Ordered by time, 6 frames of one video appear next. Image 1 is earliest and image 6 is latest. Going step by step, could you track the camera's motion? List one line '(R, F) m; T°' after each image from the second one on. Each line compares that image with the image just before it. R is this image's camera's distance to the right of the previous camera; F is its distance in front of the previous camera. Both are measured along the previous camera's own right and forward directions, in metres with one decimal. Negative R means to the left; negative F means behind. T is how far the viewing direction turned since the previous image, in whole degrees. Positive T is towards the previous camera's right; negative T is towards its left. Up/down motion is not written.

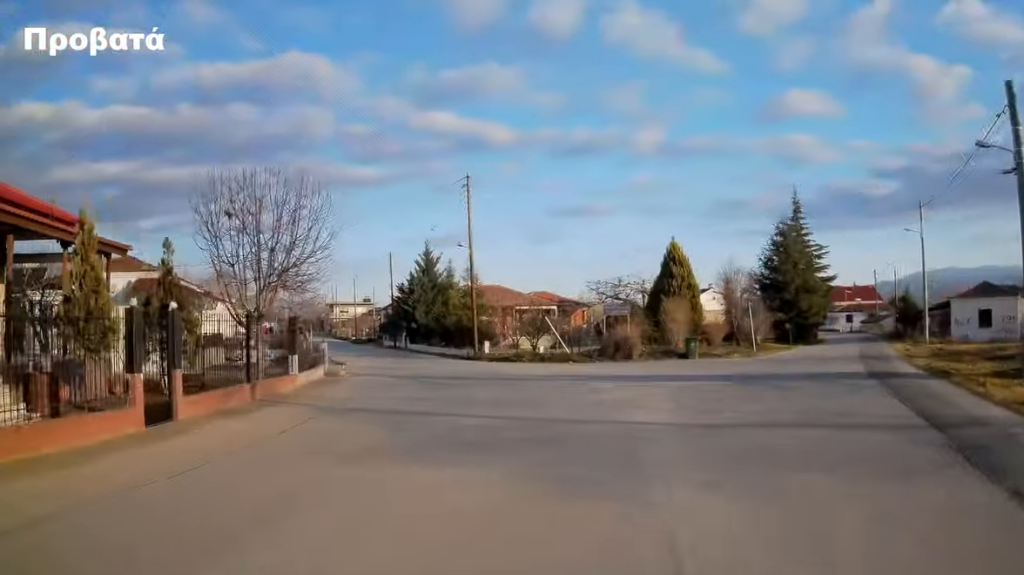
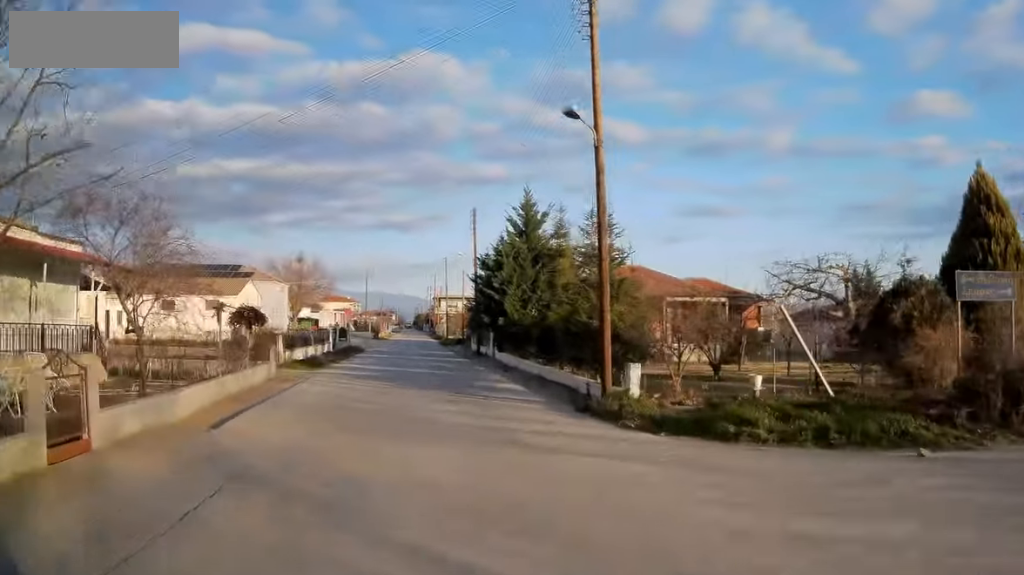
(-0.5, +22.6) m; -5°
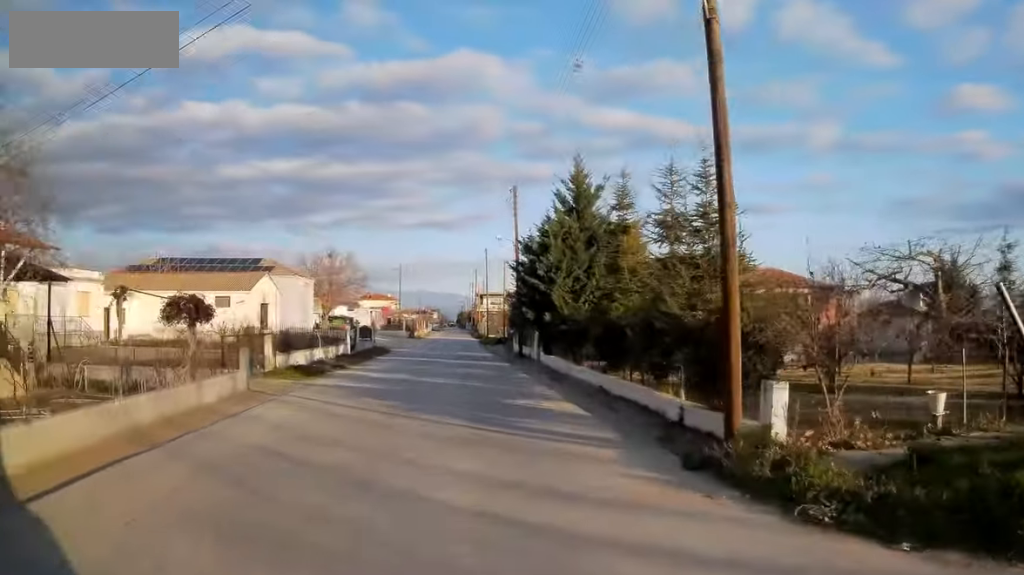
(-0.1, +6.0) m; -3°
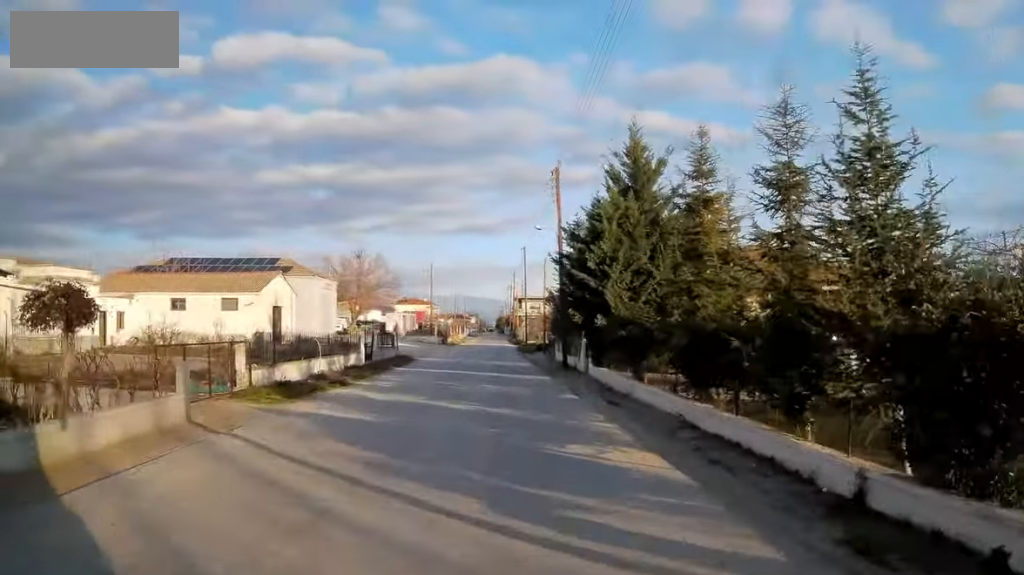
(-0.1, +5.2) m; -3°
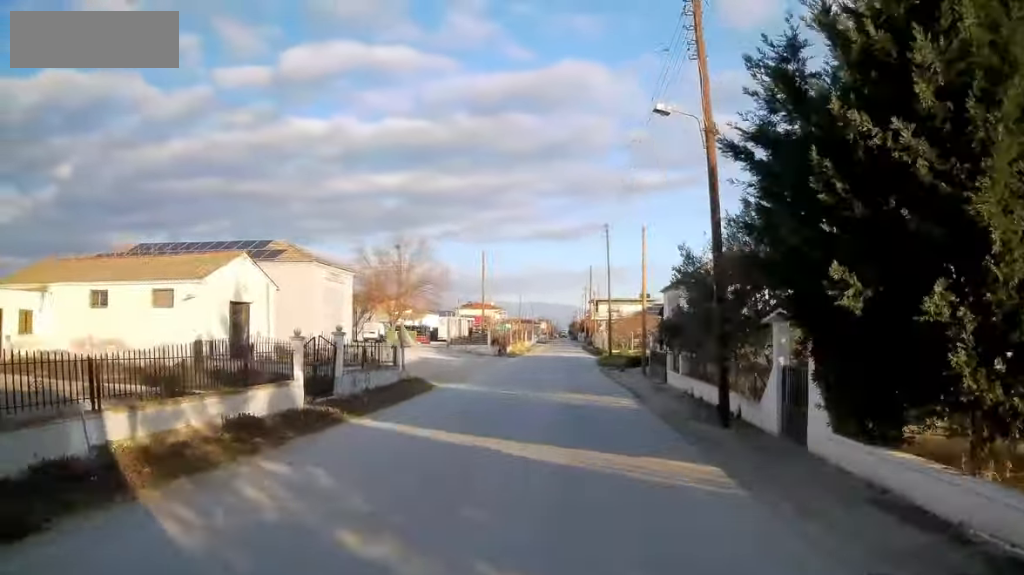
(-1.3, +15.5) m; -8°
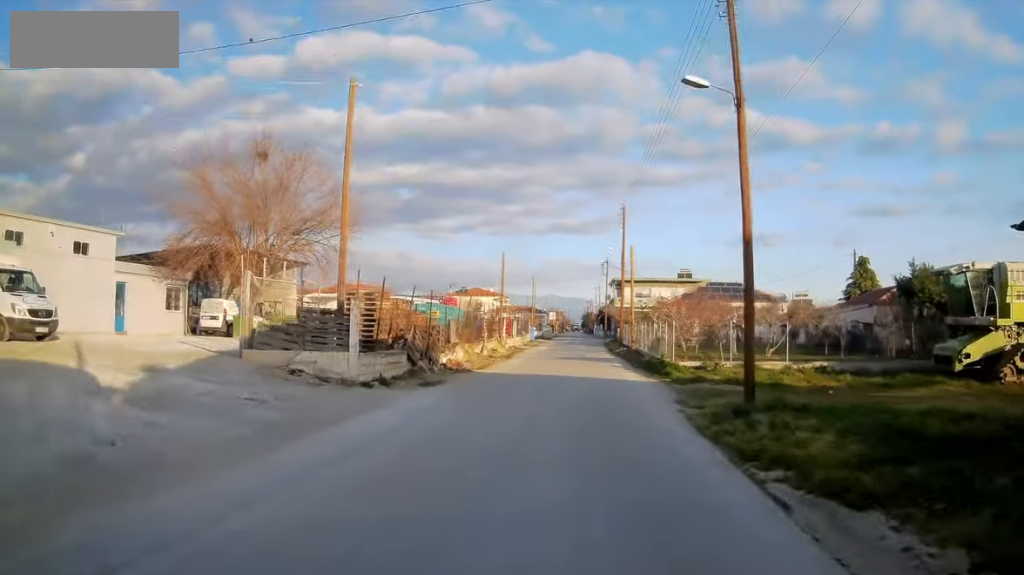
(-2.1, +29.9) m; -7°
